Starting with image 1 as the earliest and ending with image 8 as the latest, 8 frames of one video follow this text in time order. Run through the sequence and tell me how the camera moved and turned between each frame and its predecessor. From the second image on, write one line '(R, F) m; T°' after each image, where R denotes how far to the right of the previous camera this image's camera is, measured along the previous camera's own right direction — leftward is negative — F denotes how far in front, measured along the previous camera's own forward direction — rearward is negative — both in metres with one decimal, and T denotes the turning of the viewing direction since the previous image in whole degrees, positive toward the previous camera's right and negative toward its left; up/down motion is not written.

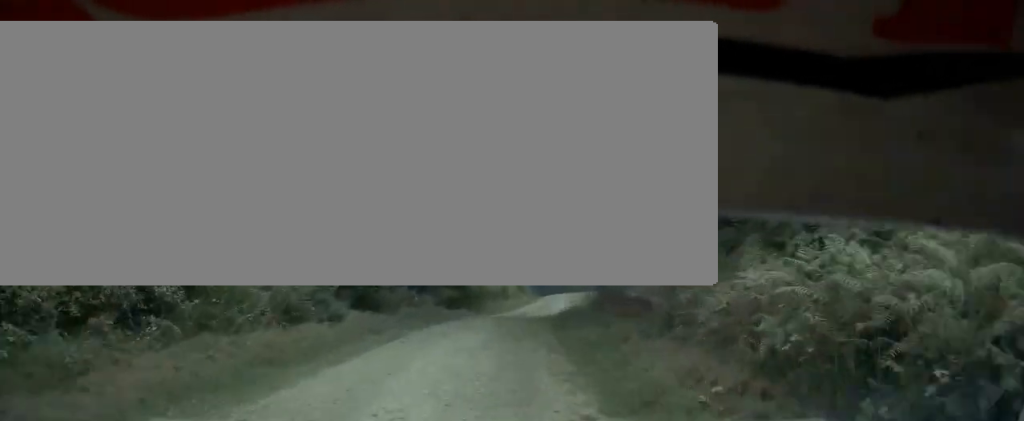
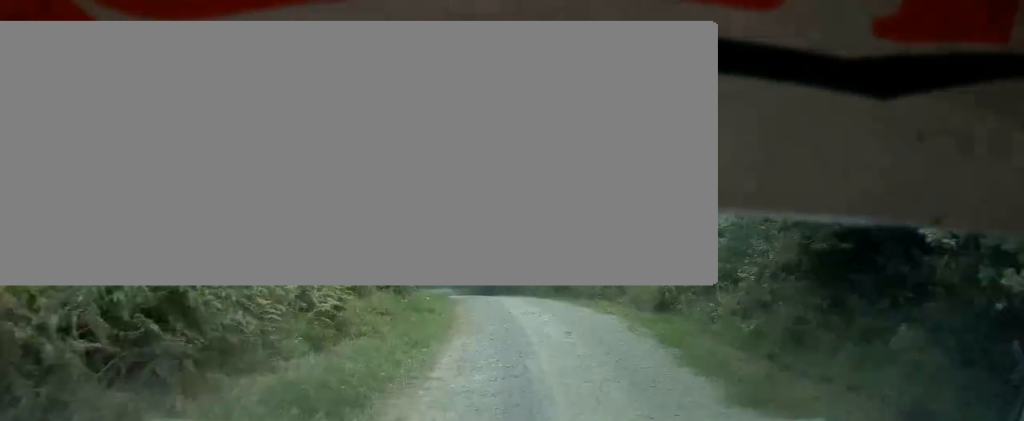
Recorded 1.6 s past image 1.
(+0.1, +40.7) m; -1°
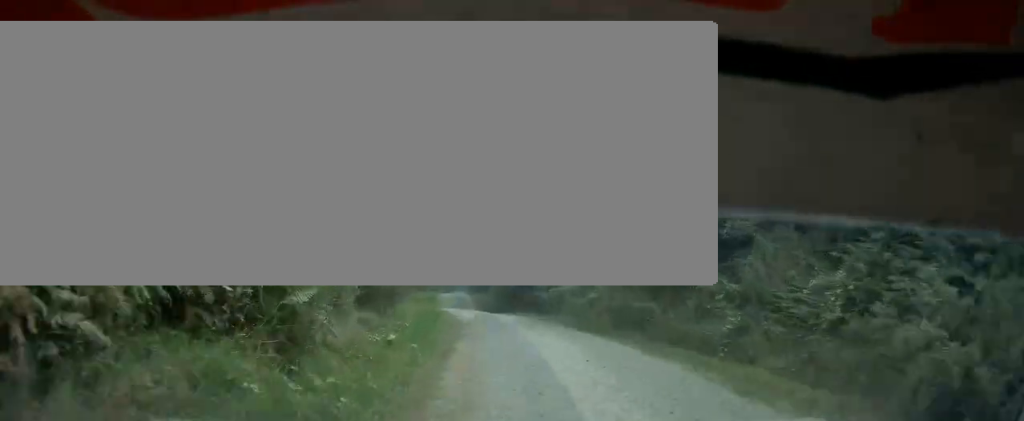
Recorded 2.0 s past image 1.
(0.0, +11.7) m; -1°
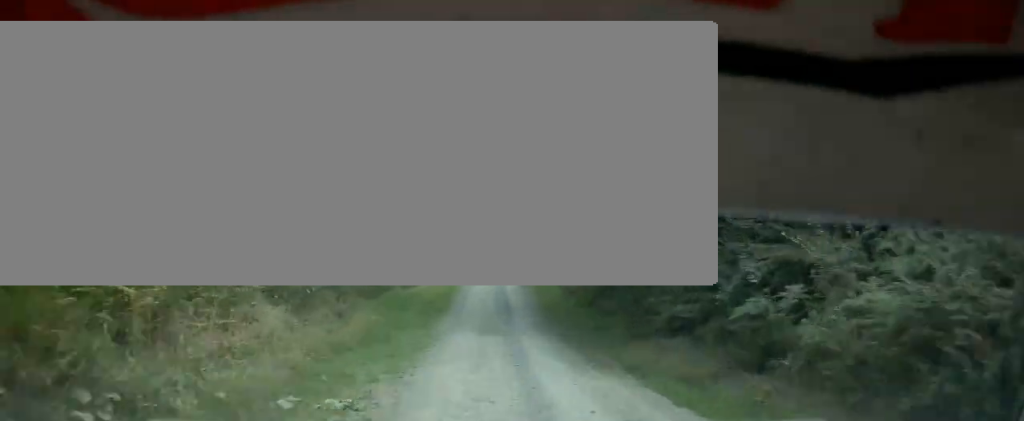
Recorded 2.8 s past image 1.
(-0.4, +25.2) m; +1°
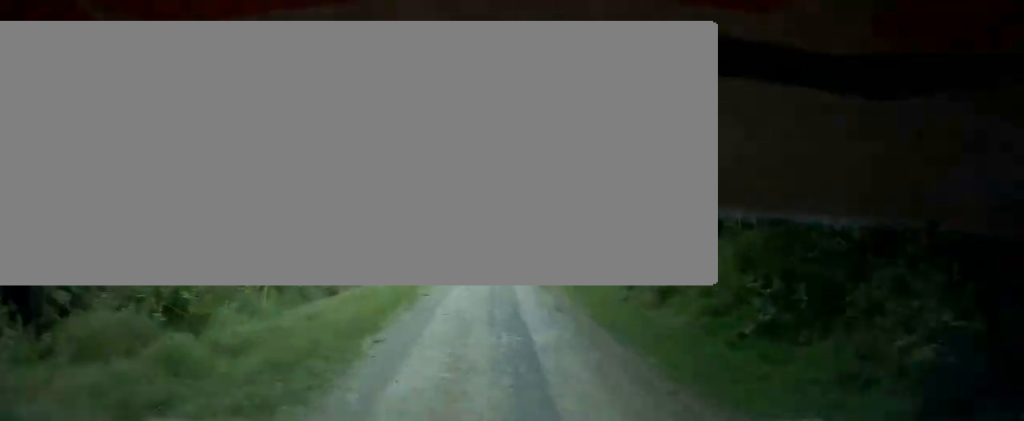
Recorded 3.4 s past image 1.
(+0.2, +17.1) m; +1°
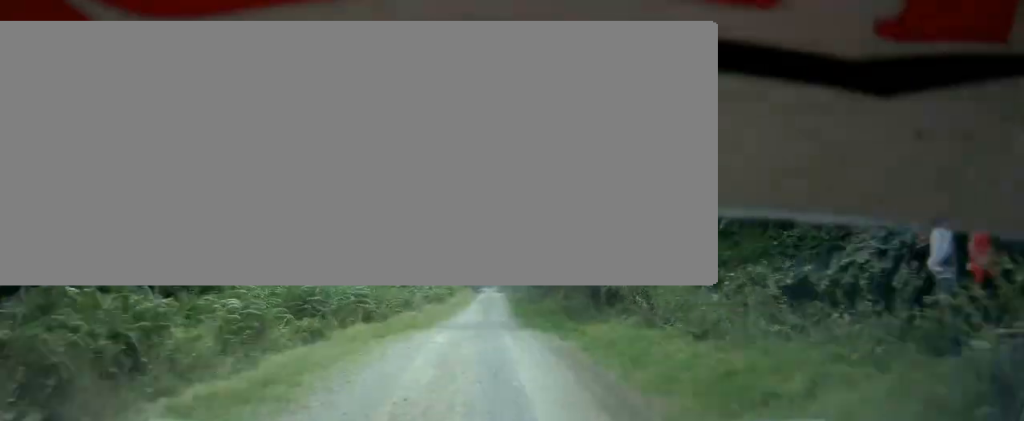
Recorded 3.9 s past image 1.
(+0.3, +17.5) m; +1°
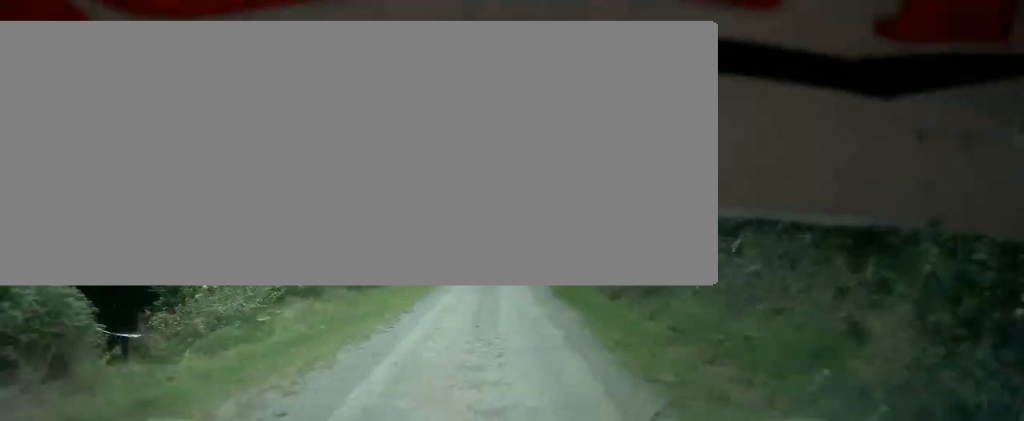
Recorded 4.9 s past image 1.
(+0.1, +33.4) m; +1°
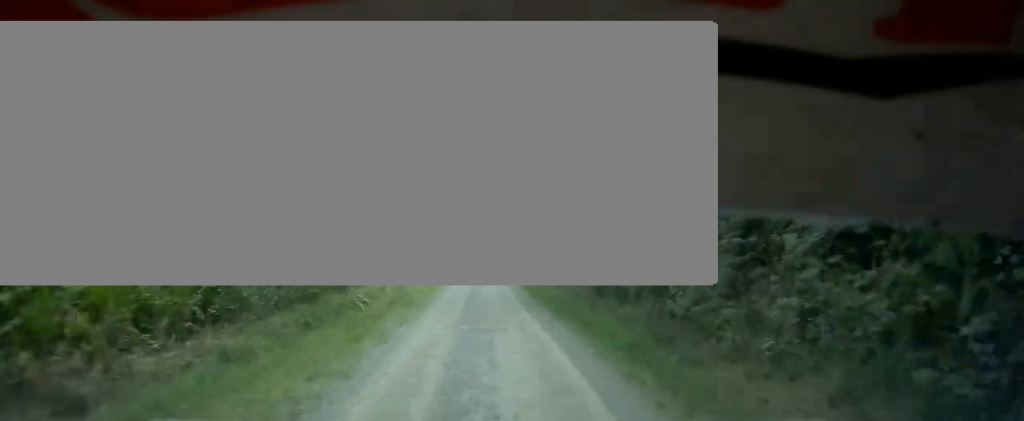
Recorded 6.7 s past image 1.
(-0.7, +66.6) m; -1°
